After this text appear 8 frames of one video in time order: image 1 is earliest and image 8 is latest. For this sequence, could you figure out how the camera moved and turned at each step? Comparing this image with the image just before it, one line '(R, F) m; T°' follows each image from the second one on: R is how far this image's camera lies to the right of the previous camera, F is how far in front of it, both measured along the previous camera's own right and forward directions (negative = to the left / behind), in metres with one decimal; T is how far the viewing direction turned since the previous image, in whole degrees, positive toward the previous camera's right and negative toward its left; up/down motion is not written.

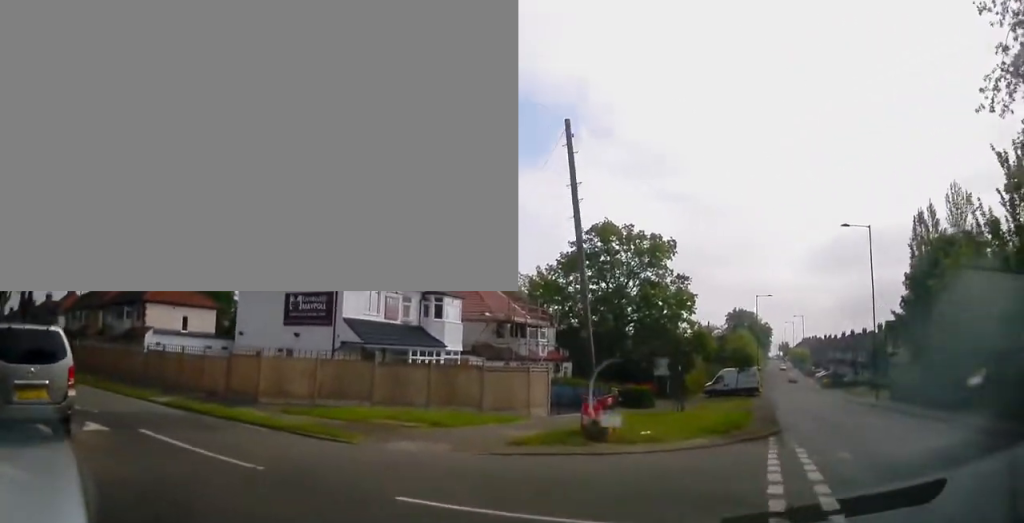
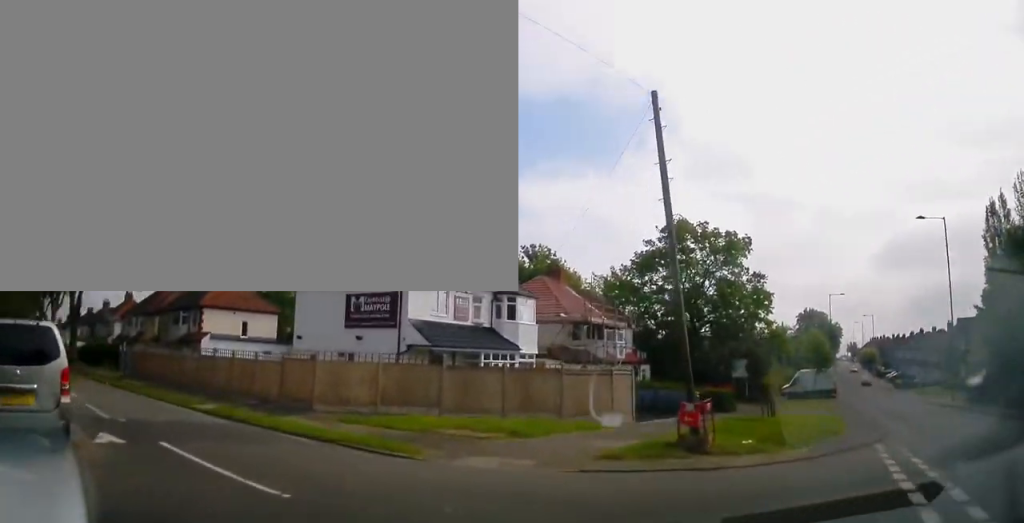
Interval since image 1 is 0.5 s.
(0.0, +1.9) m; -6°
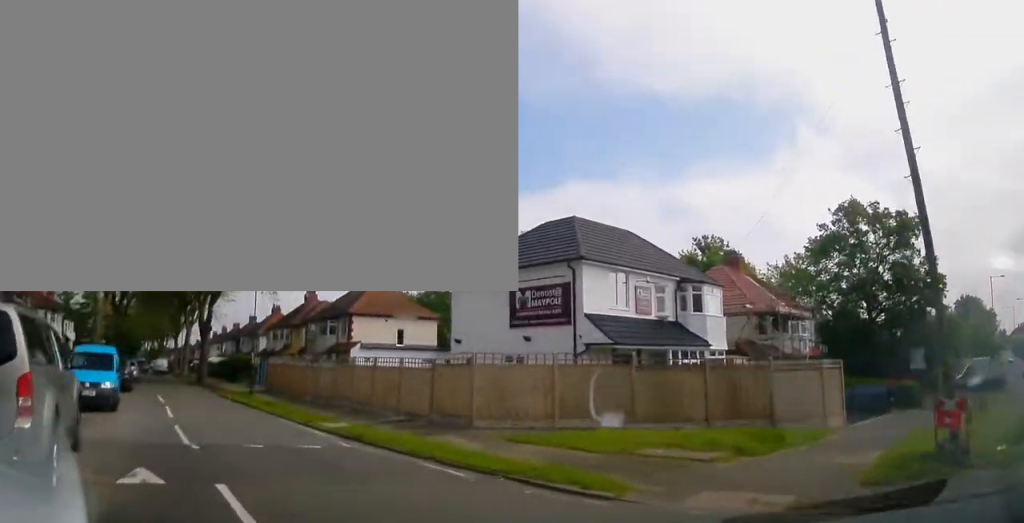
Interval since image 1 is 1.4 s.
(-0.3, +3.6) m; -15°
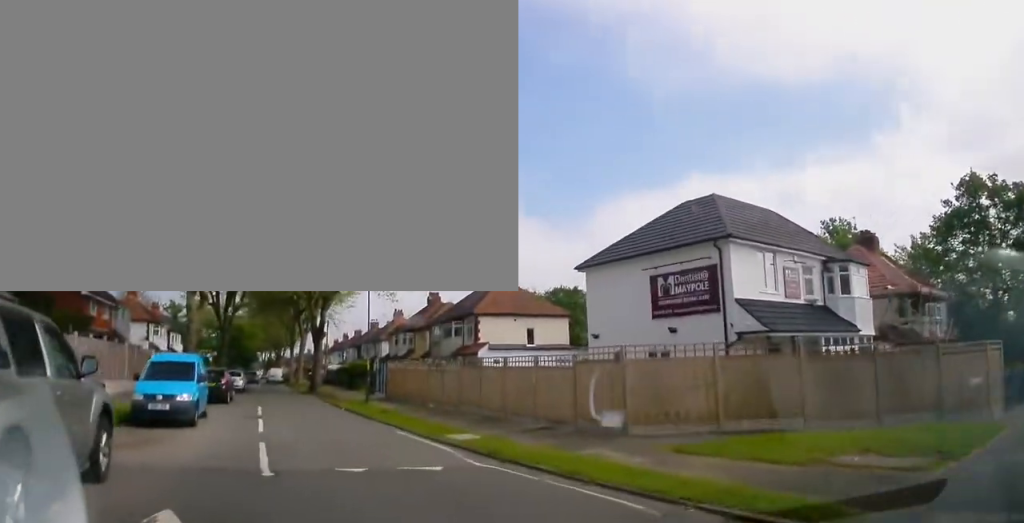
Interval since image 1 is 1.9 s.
(-0.4, +2.1) m; -11°
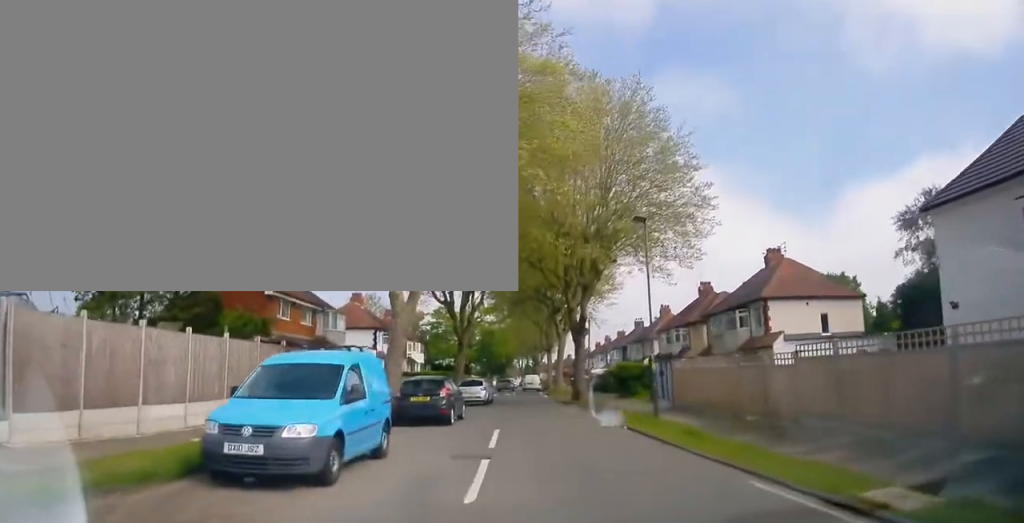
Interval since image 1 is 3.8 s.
(-1.8, +6.8) m; -21°
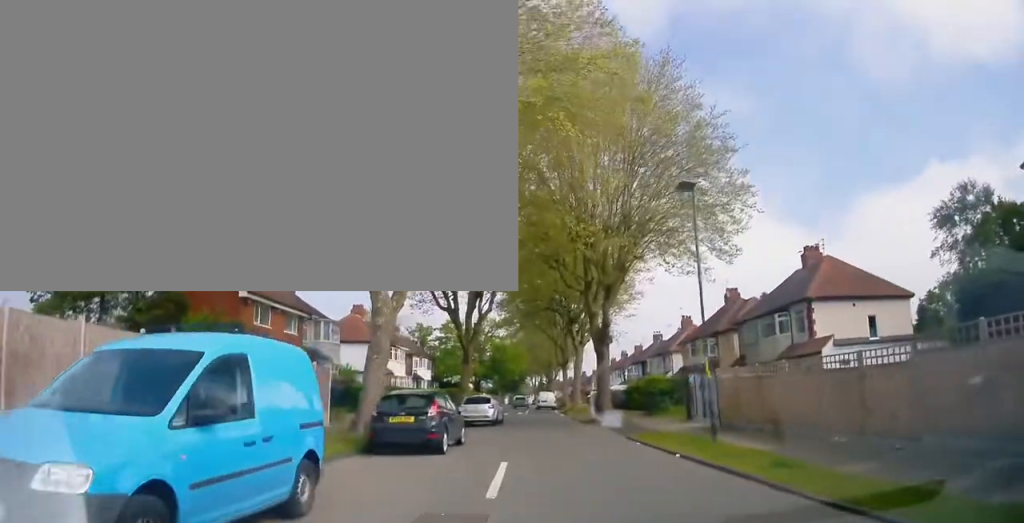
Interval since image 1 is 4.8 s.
(-0.1, +4.2) m; -1°
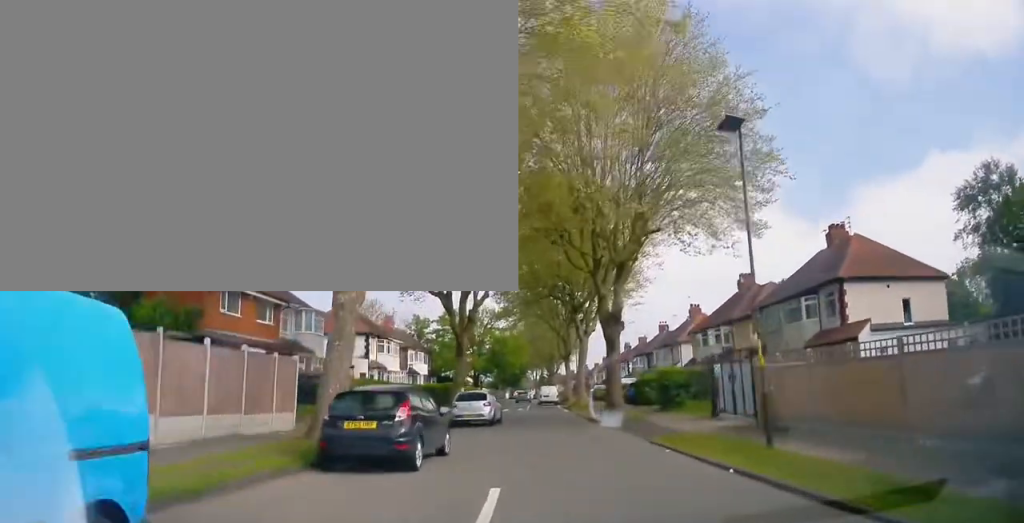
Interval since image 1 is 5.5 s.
(0.0, +3.3) m; 0°
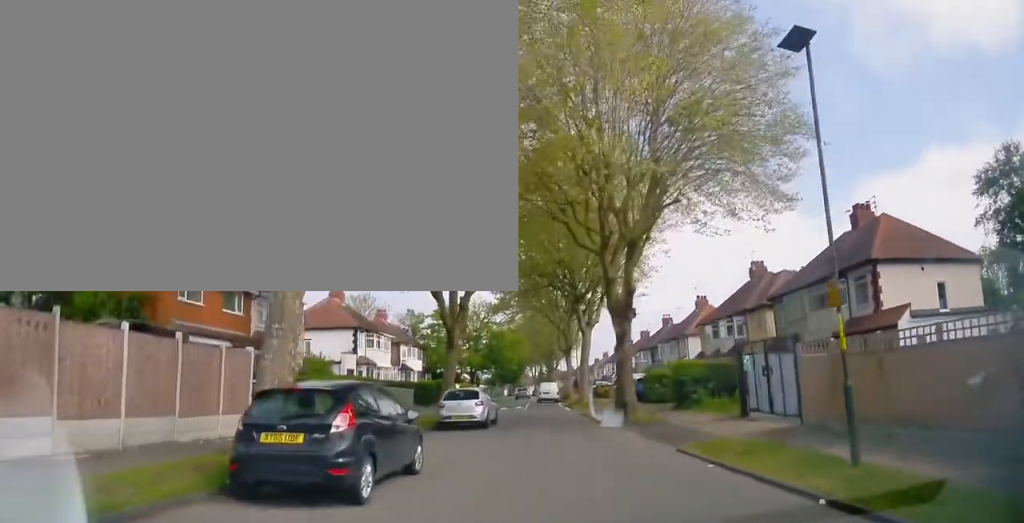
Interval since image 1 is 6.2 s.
(0.0, +3.2) m; 0°
